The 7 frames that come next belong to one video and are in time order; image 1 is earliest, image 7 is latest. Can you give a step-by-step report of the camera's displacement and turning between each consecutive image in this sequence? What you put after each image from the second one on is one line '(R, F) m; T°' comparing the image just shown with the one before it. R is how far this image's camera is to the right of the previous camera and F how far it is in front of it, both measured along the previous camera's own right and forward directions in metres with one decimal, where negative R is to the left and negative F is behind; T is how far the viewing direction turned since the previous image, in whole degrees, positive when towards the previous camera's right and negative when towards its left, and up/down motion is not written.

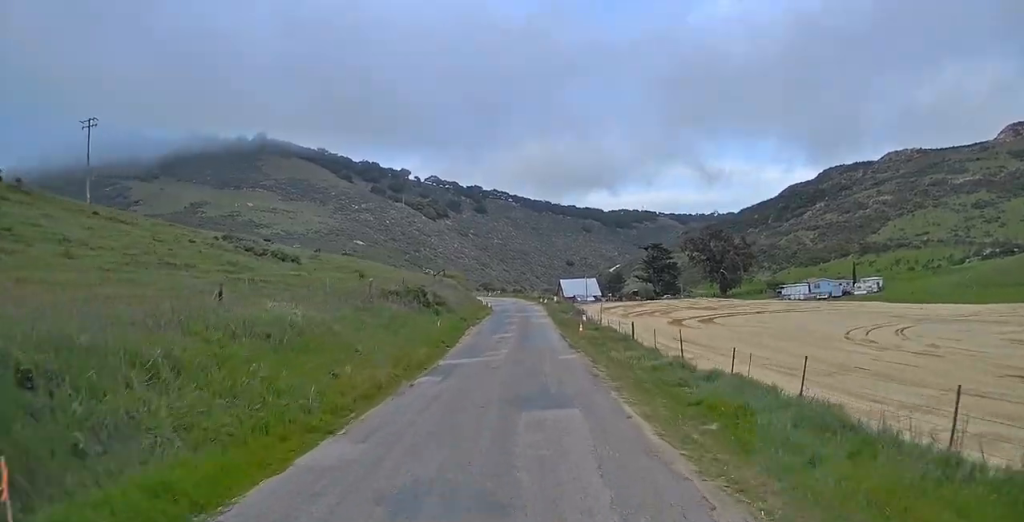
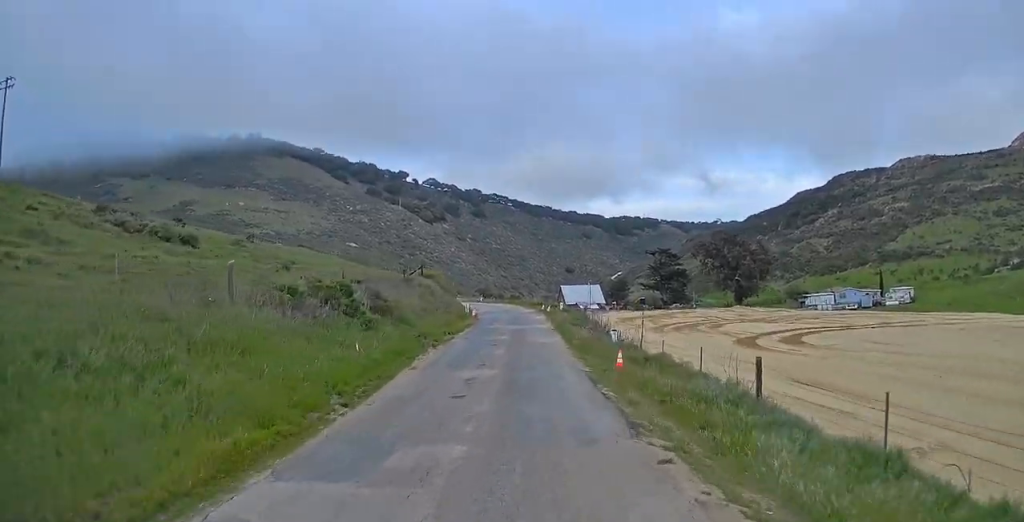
(+0.6, +15.2) m; +3°
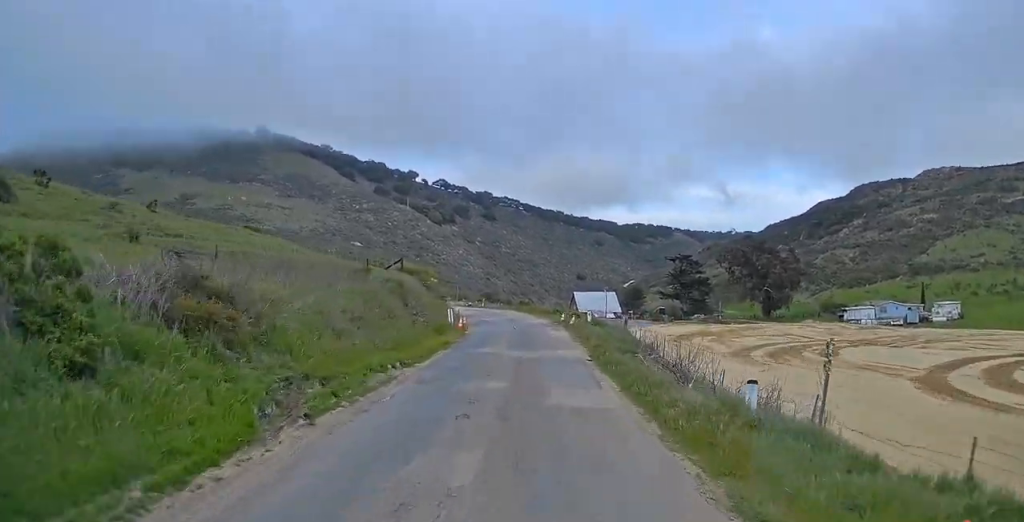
(+0.1, +15.1) m; +1°
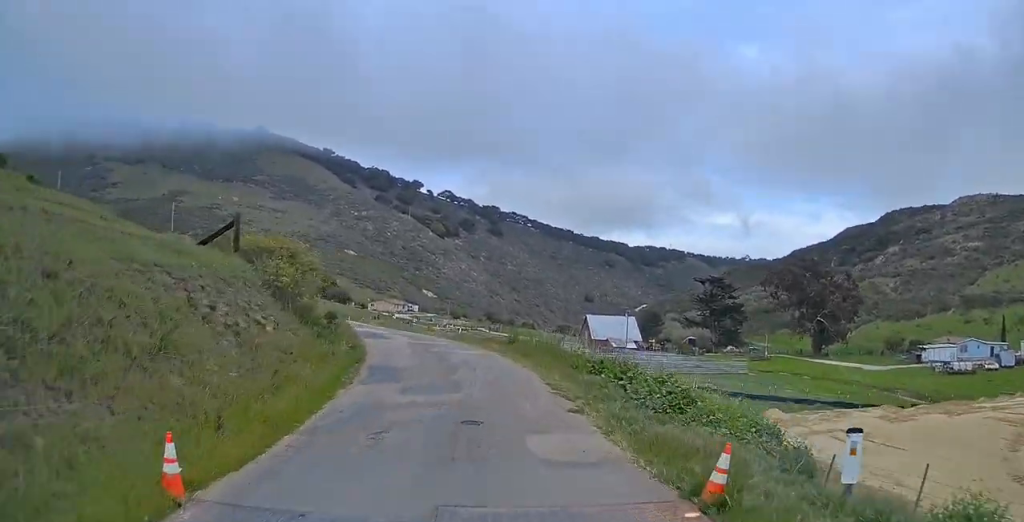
(+0.6, +28.4) m; 0°
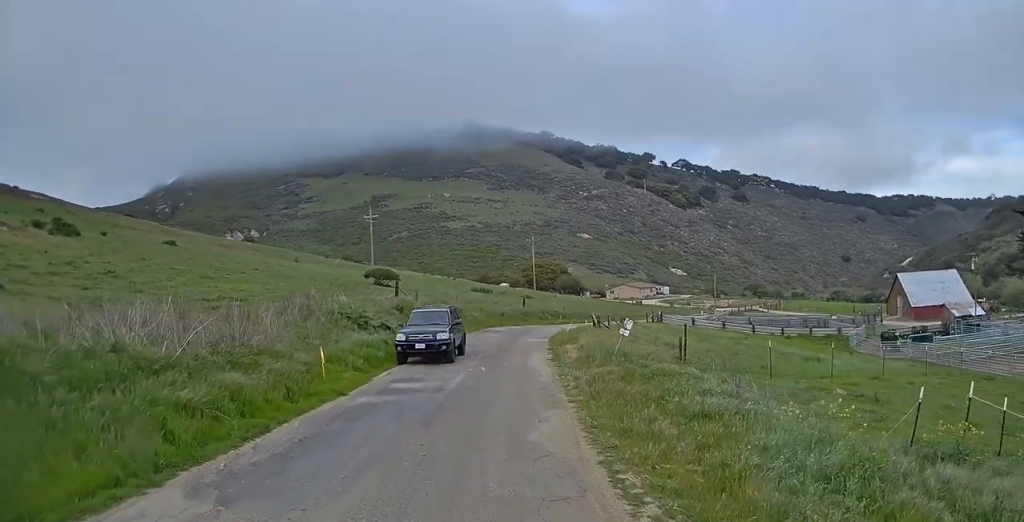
(-4.7, +46.9) m; -14°
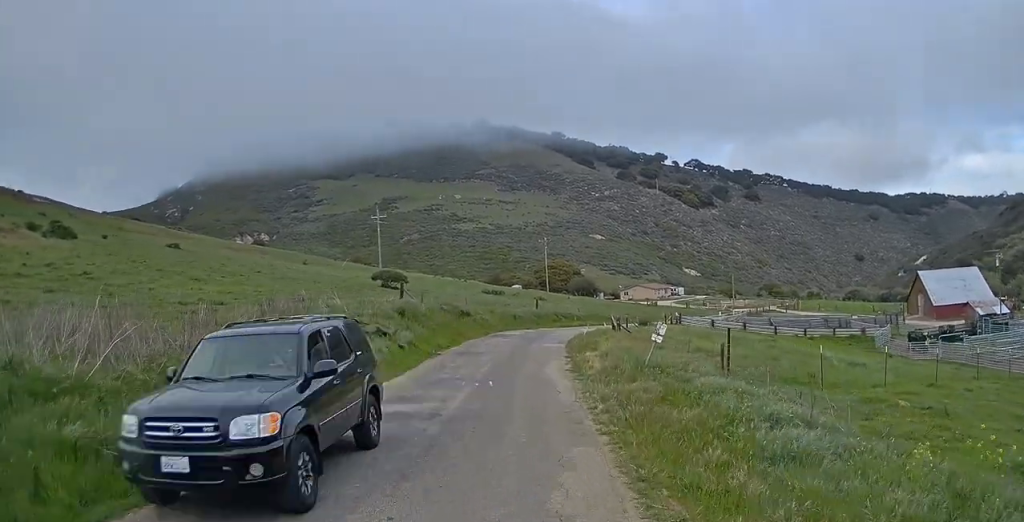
(-0.2, +4.1) m; -1°
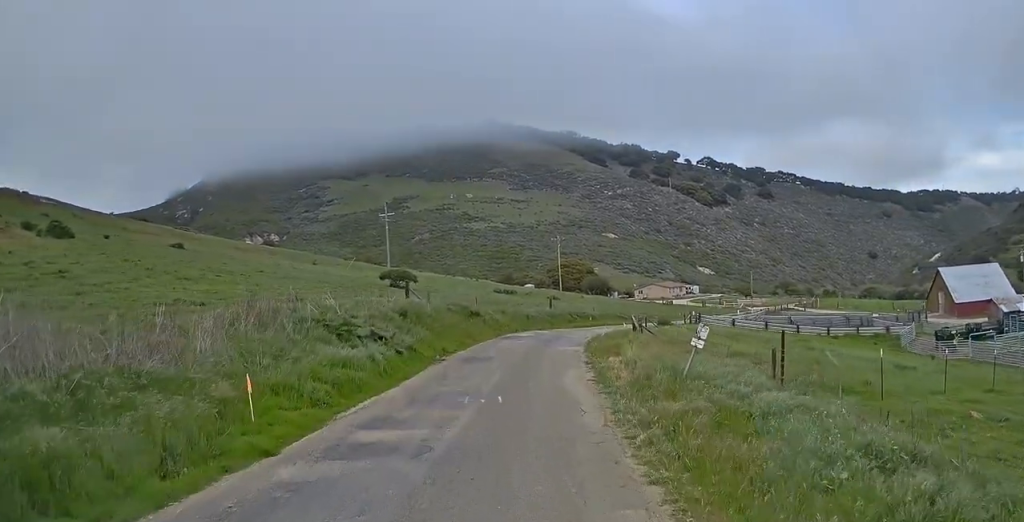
(+0.2, +3.6) m; -1°
